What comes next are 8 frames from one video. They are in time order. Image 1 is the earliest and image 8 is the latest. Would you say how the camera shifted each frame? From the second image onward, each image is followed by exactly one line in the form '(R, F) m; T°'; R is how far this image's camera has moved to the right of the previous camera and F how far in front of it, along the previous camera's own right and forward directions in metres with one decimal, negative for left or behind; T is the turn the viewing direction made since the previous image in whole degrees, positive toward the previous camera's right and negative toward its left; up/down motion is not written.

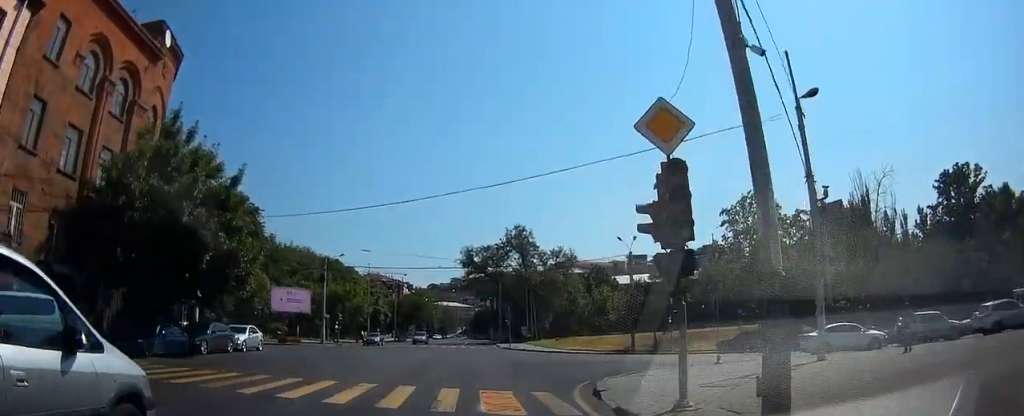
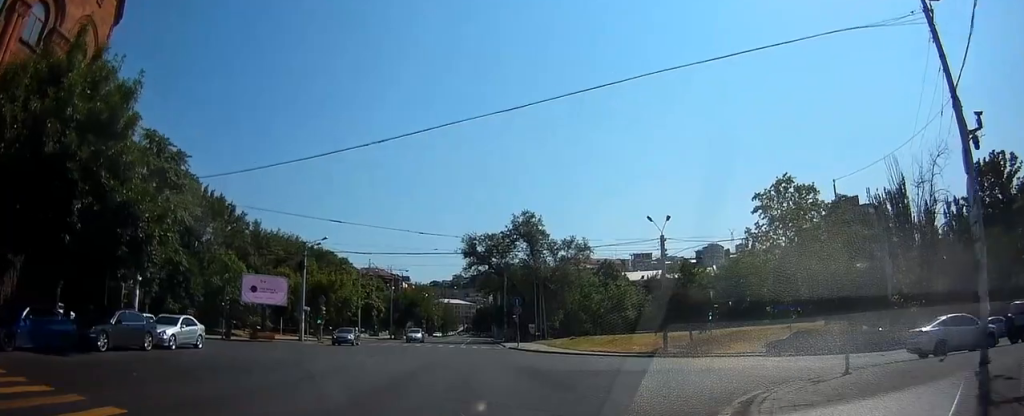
(0.0, +7.3) m; 0°
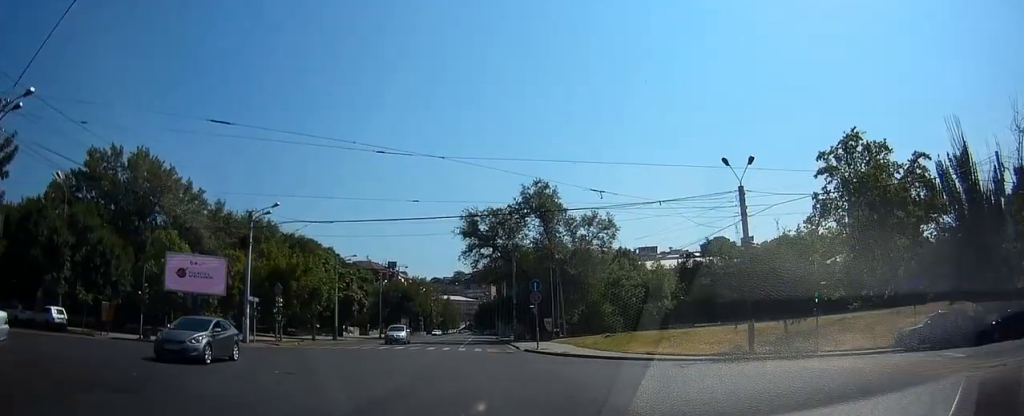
(+0.3, +12.6) m; +2°
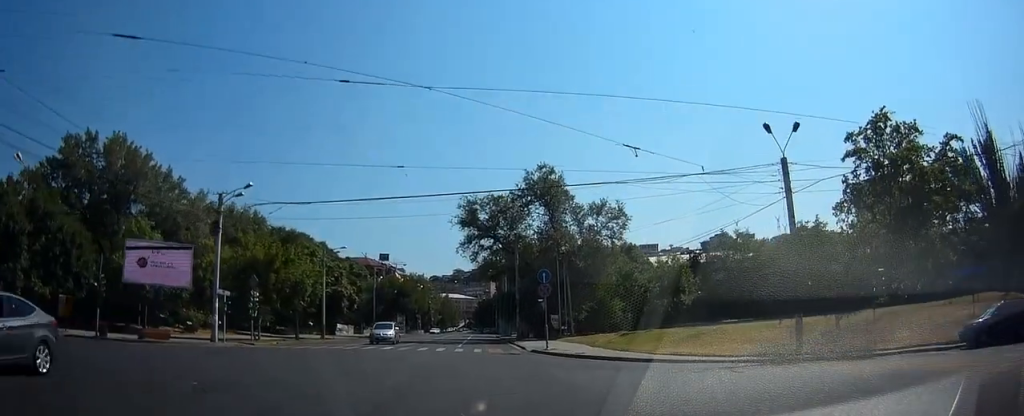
(+0.1, +4.5) m; -2°
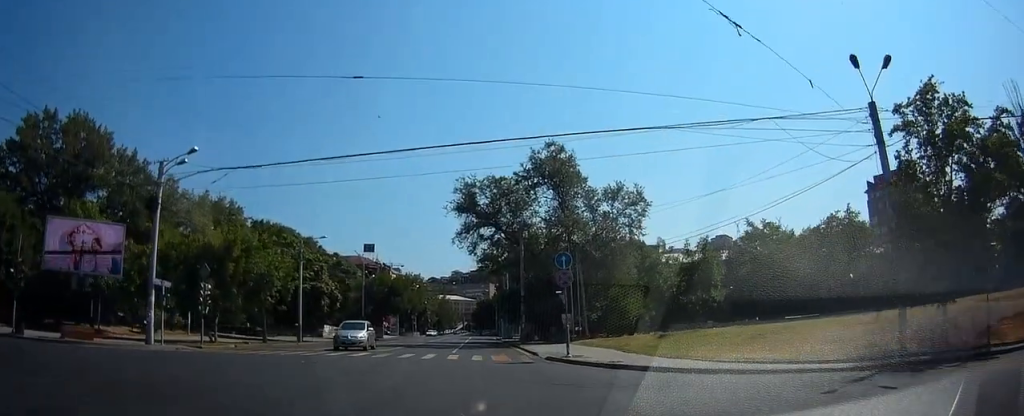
(-0.3, +6.8) m; 0°
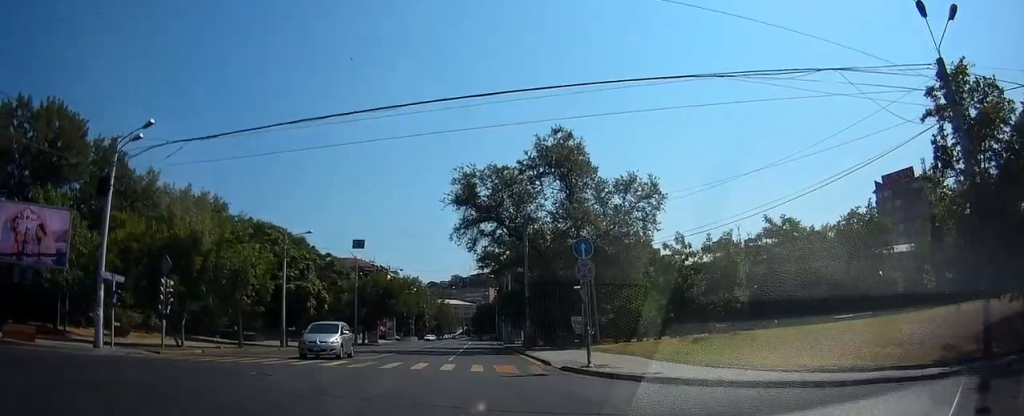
(0.0, +4.1) m; 0°
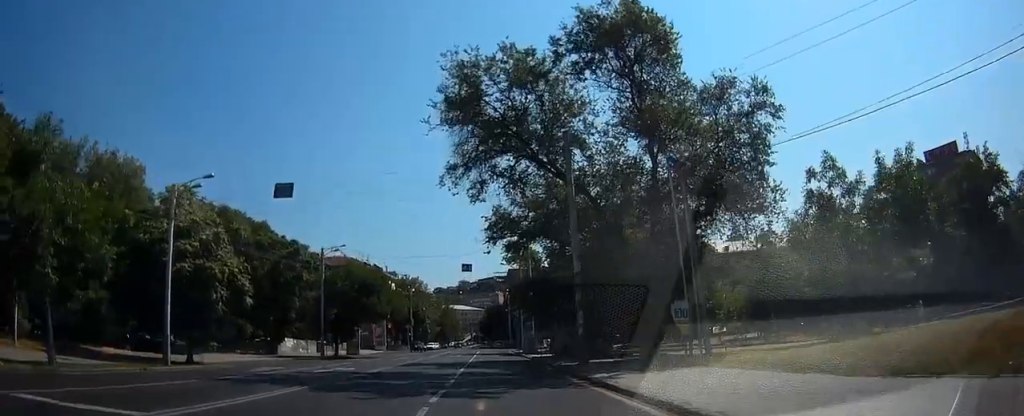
(+0.2, +18.0) m; +3°
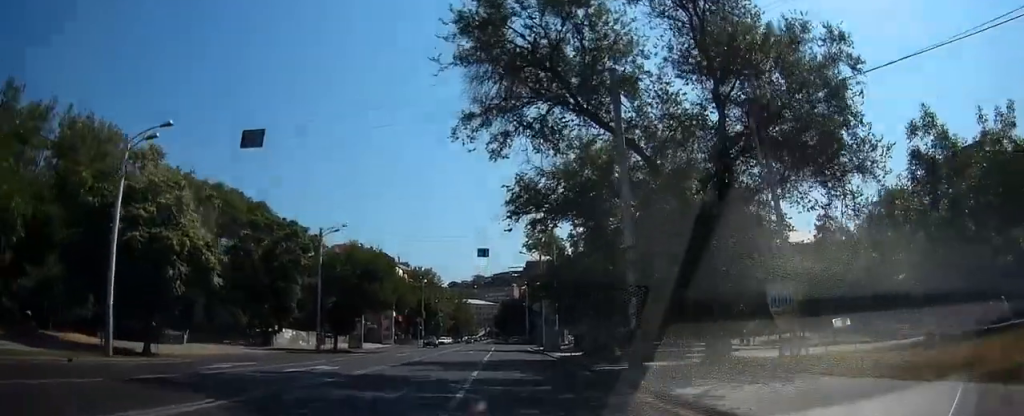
(+0.7, +5.8) m; 0°
